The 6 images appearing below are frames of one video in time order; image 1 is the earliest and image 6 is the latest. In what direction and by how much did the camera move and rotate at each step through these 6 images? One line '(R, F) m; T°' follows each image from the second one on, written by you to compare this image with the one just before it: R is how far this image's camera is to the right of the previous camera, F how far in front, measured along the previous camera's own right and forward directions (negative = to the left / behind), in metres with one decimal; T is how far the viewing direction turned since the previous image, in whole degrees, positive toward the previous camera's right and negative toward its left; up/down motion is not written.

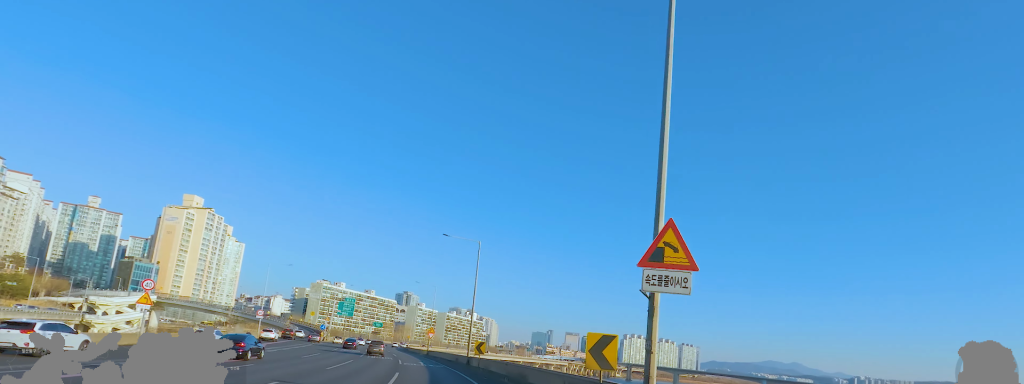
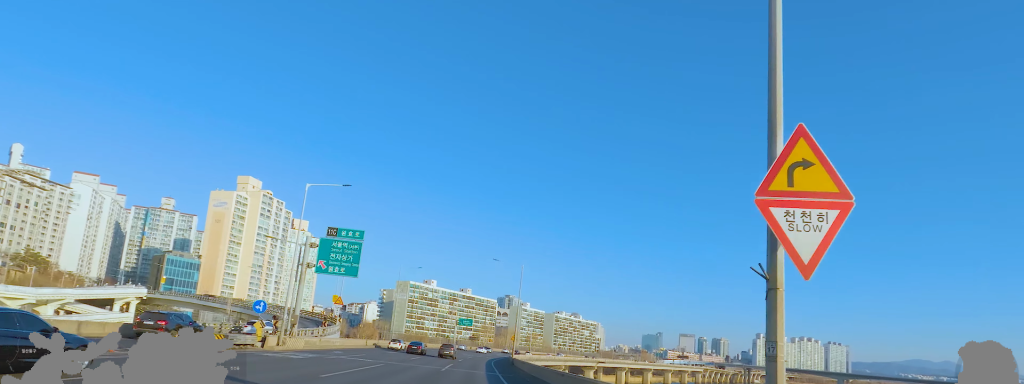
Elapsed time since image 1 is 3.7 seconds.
(-3.9, +79.8) m; -3°
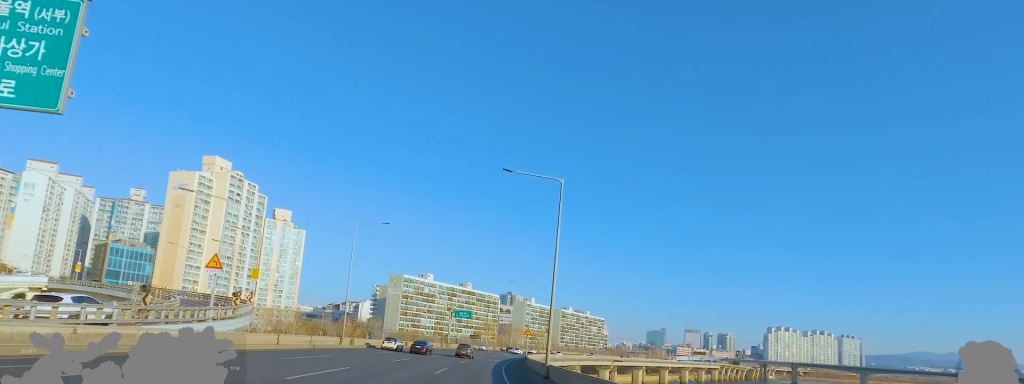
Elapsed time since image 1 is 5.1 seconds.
(-1.6, +28.4) m; -1°
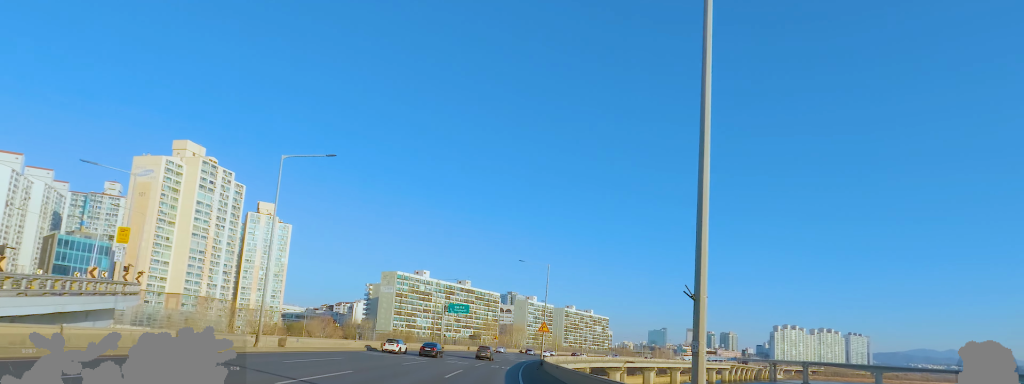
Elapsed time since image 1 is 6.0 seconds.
(+1.3, +19.0) m; +4°
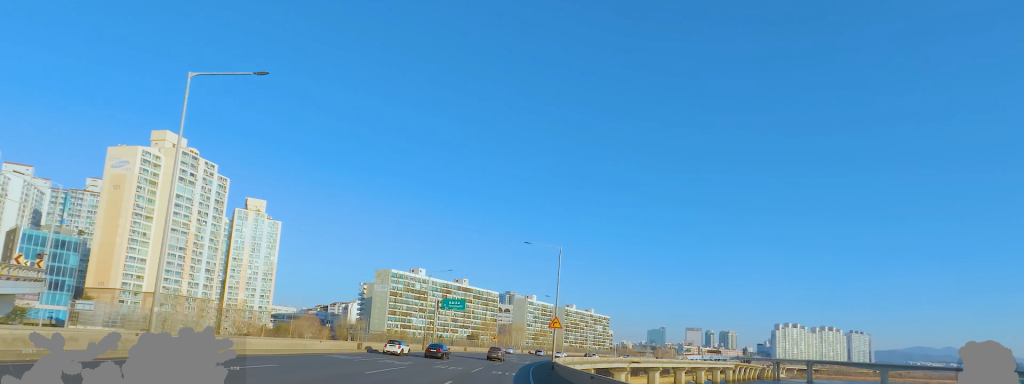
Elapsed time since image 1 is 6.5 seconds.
(0.0, +10.2) m; 0°
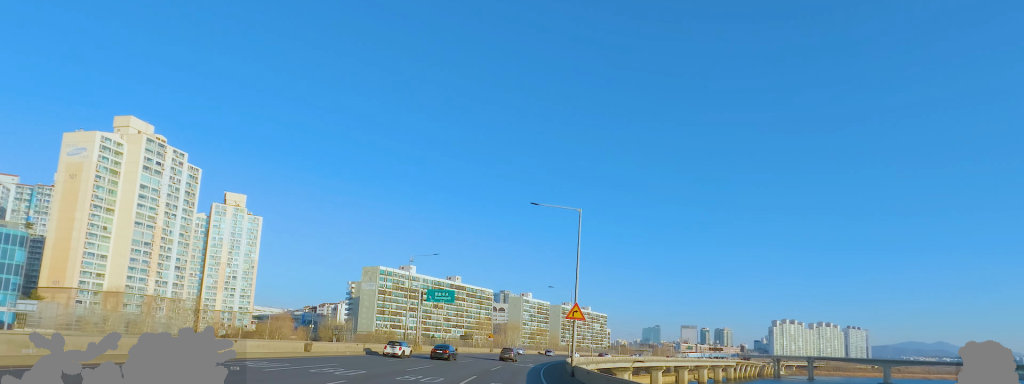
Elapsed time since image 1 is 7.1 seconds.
(0.0, +12.9) m; 0°
